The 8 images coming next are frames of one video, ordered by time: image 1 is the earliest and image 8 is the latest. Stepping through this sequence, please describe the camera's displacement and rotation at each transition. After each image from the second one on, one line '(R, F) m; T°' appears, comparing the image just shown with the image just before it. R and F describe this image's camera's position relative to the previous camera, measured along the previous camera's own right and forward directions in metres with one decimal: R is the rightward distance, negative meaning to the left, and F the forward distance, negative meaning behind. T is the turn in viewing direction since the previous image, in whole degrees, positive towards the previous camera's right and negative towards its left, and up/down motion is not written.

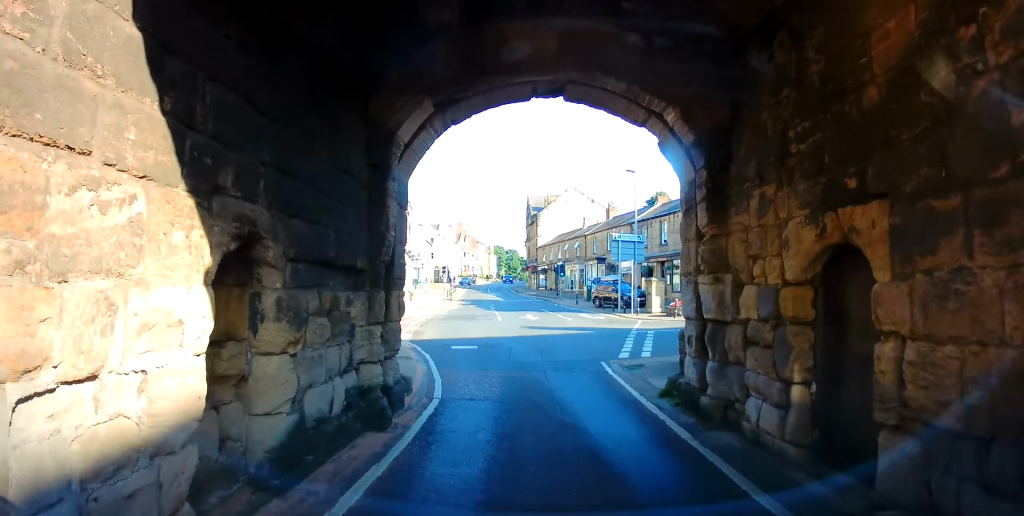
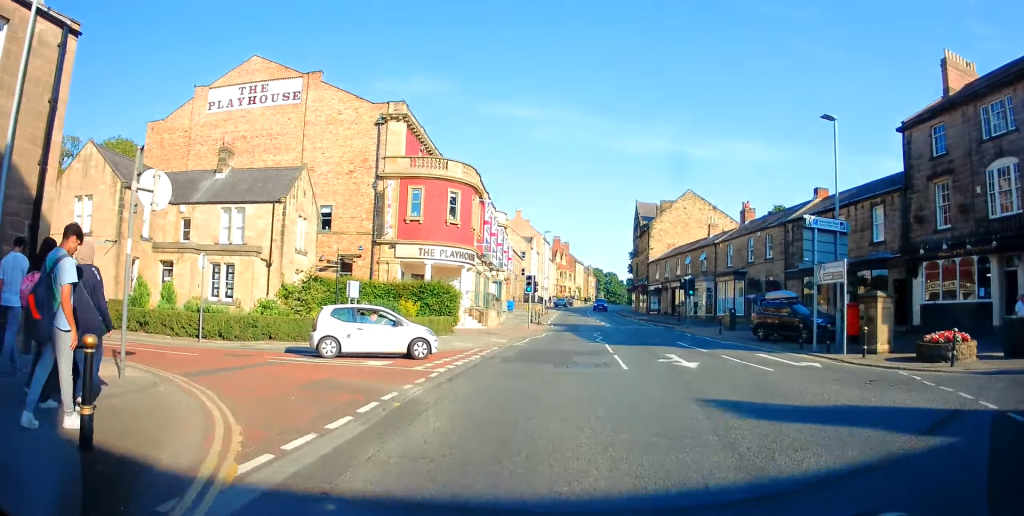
(-0.1, +12.4) m; -1°
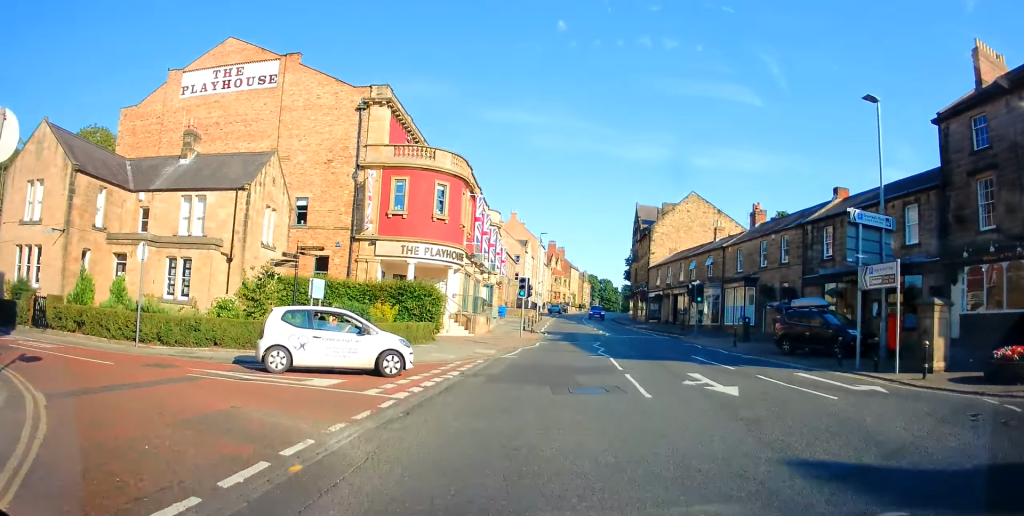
(0.0, +2.9) m; -2°
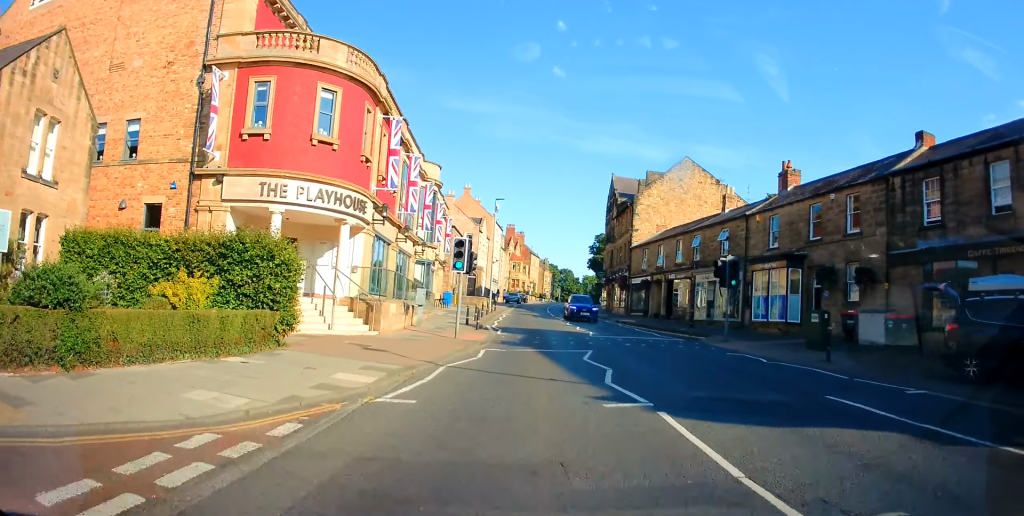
(0.0, +11.2) m; +5°
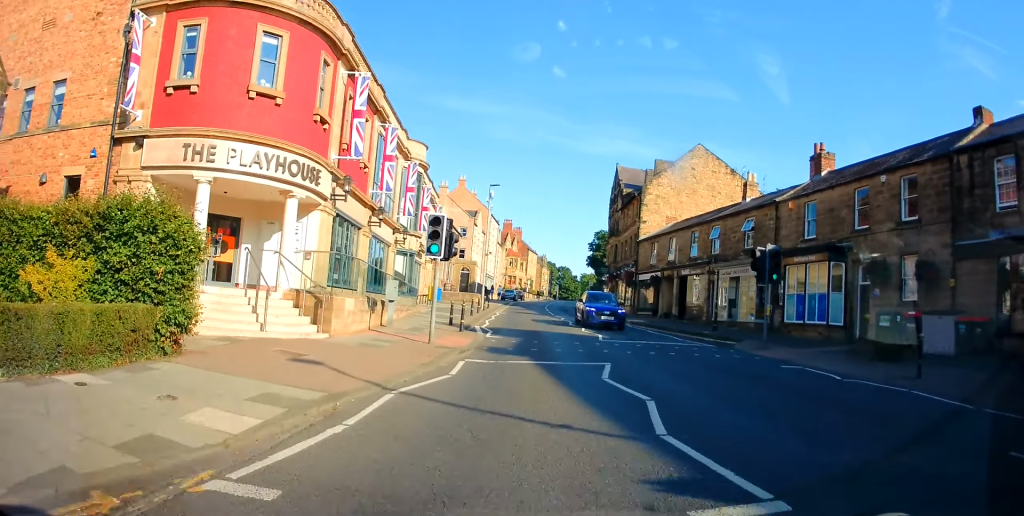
(+0.3, +4.0) m; +3°
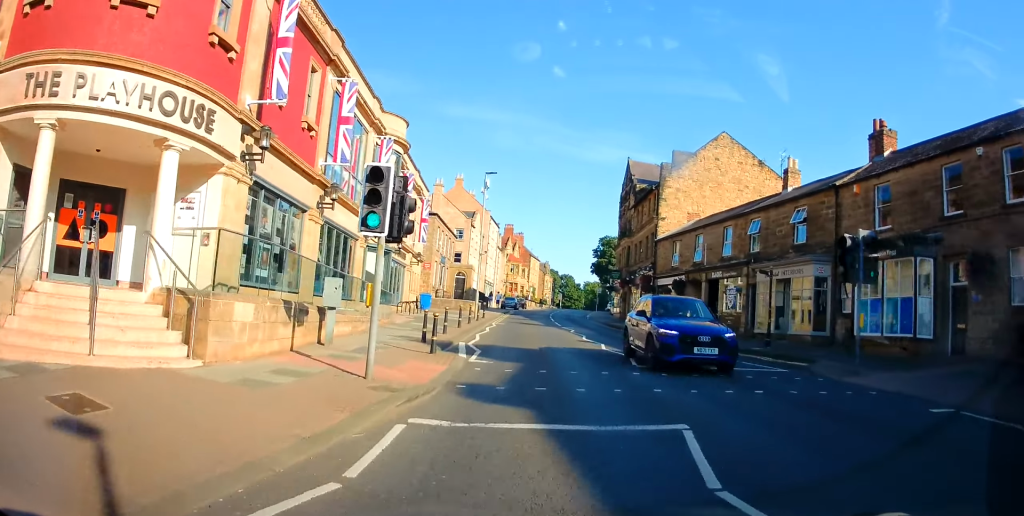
(0.0, +5.6) m; -2°
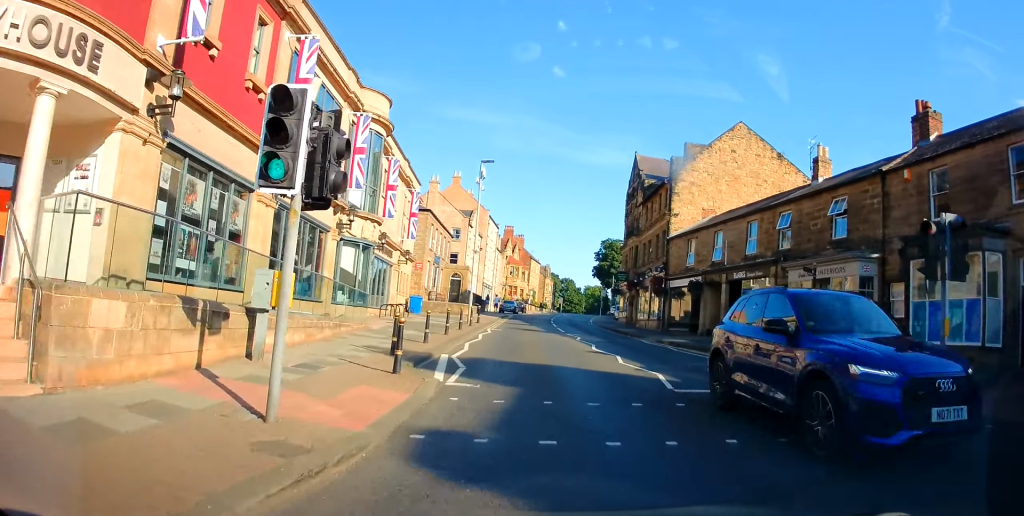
(+0.1, +3.3) m; -2°
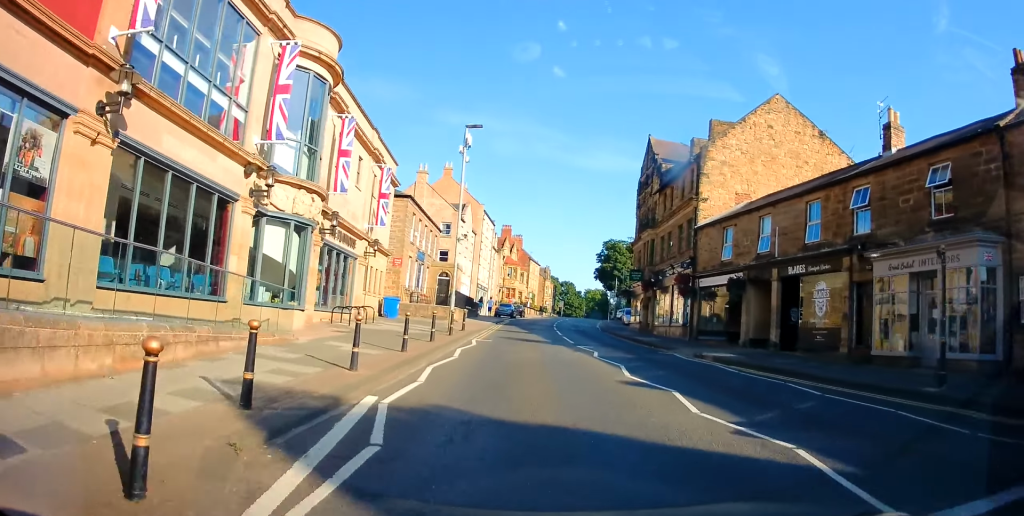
(-0.3, +6.3) m; 0°
